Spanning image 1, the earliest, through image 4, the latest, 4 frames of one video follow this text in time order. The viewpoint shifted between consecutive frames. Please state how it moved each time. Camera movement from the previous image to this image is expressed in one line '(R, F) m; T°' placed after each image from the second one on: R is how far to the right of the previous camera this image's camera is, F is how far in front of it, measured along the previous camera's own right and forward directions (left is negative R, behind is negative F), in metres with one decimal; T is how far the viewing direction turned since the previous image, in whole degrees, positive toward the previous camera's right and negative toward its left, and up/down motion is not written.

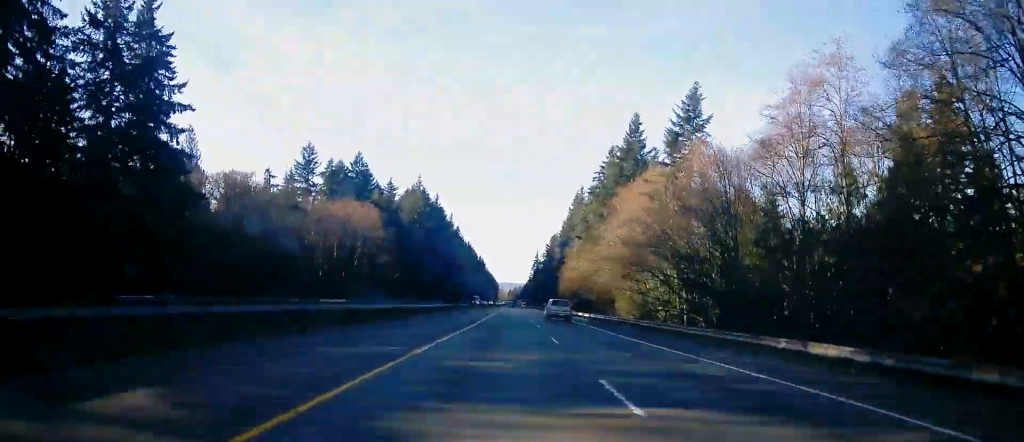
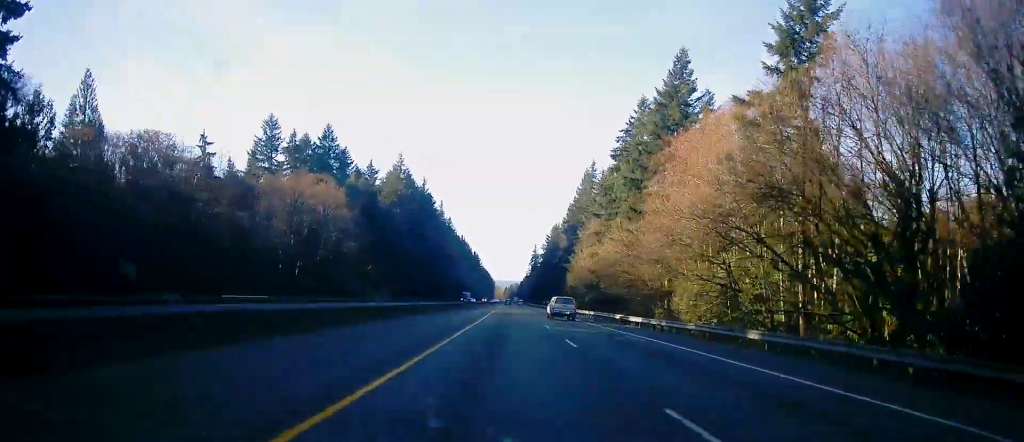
(-0.2, +27.5) m; 0°
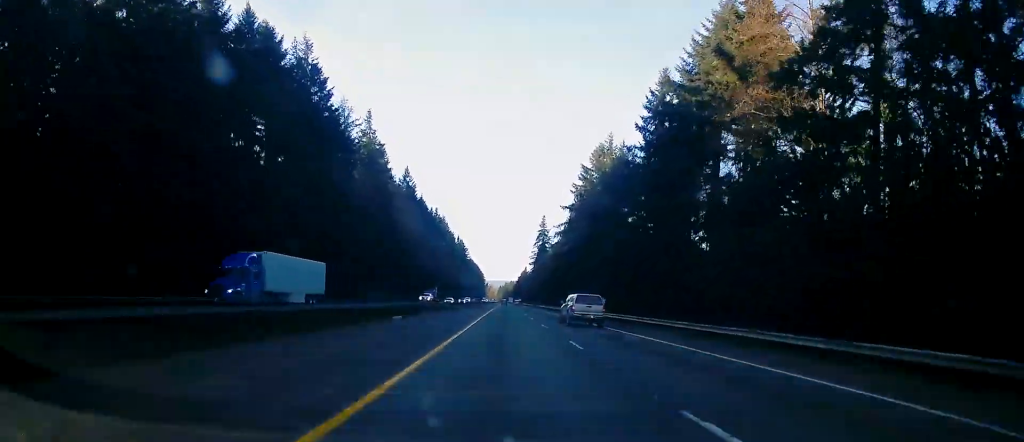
(+2.3, +126.3) m; +2°
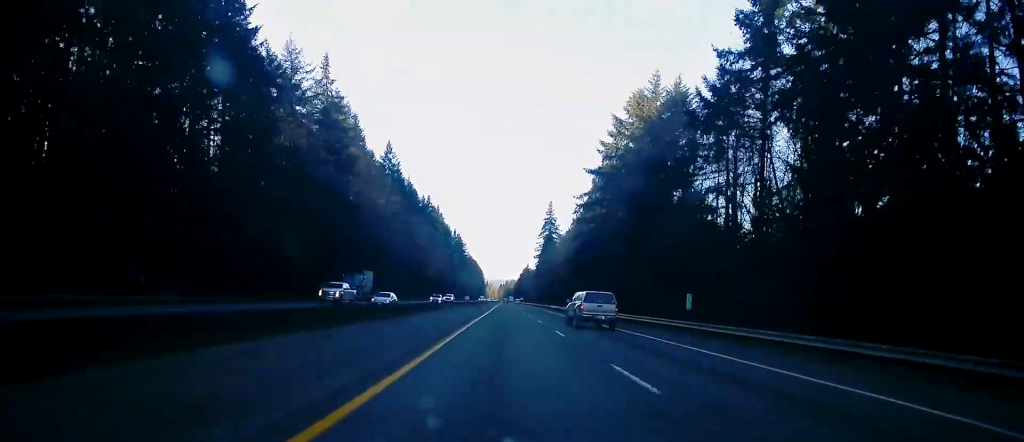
(+0.9, +32.0) m; +1°
